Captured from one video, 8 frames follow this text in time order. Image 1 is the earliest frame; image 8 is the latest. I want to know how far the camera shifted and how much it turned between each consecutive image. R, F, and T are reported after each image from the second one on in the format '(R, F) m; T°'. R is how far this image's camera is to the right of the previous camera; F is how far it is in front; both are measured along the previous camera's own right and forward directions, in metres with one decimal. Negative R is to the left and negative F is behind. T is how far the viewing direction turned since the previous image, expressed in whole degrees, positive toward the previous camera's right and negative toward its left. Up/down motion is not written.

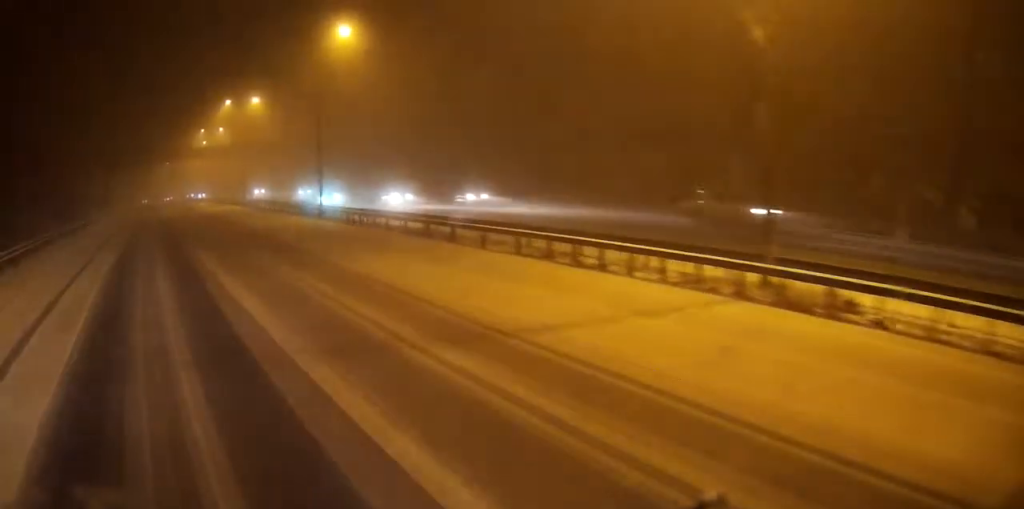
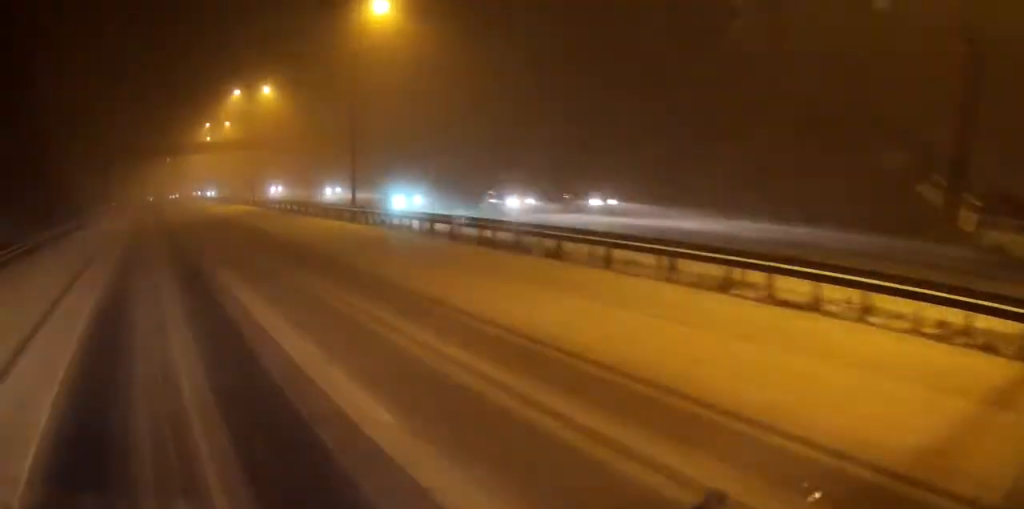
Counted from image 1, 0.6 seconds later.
(0.0, +6.7) m; 0°
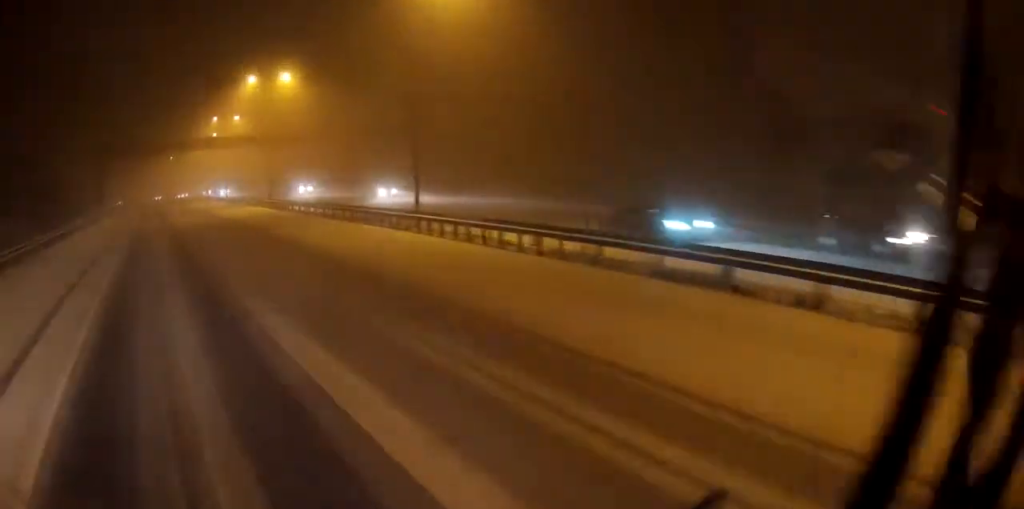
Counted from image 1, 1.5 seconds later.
(0.0, +8.8) m; 0°
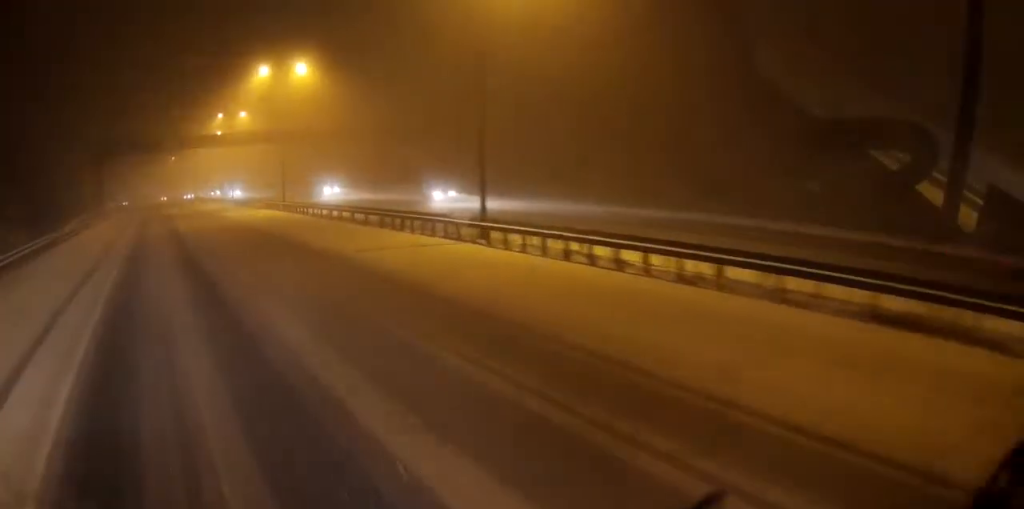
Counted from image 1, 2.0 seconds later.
(0.0, +6.0) m; +1°
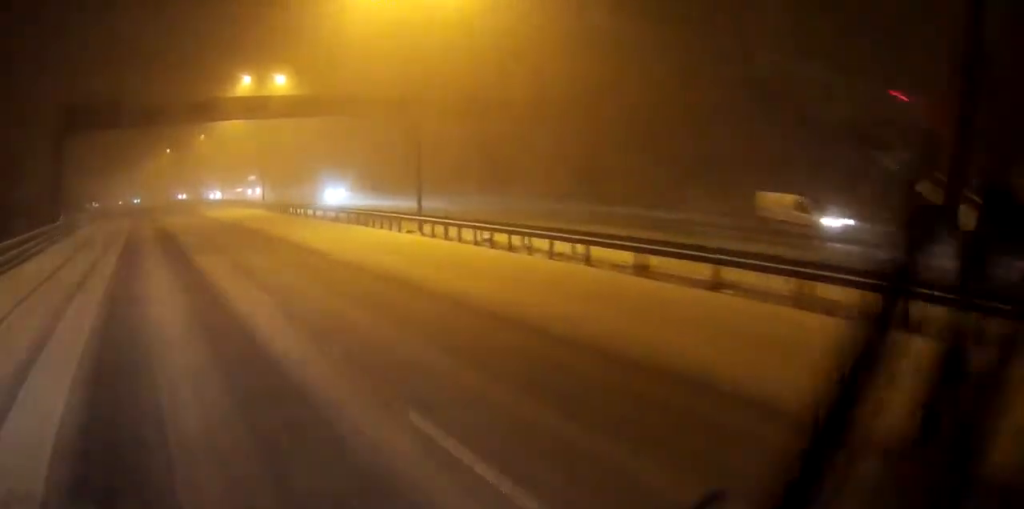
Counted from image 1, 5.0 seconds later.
(+0.3, +31.6) m; 0°
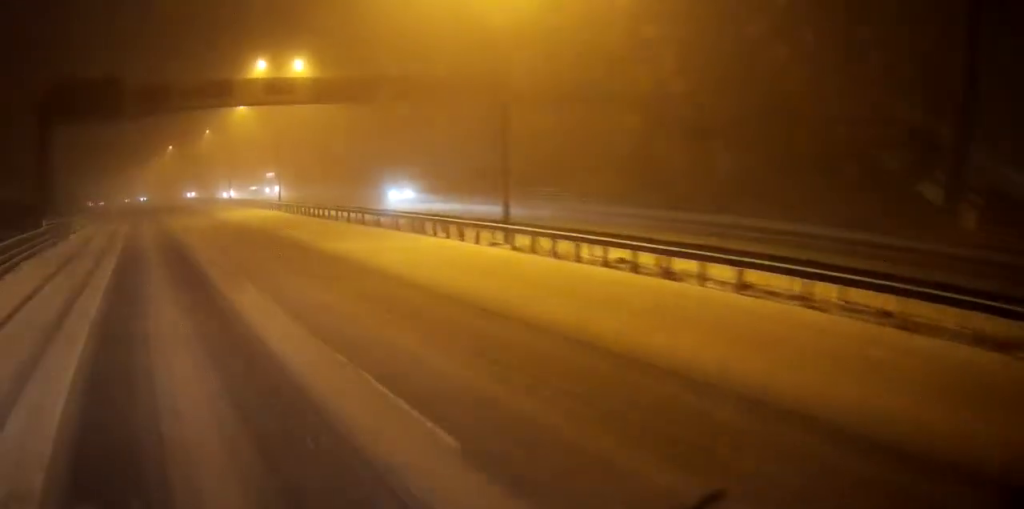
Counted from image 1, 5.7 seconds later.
(0.0, +7.5) m; 0°
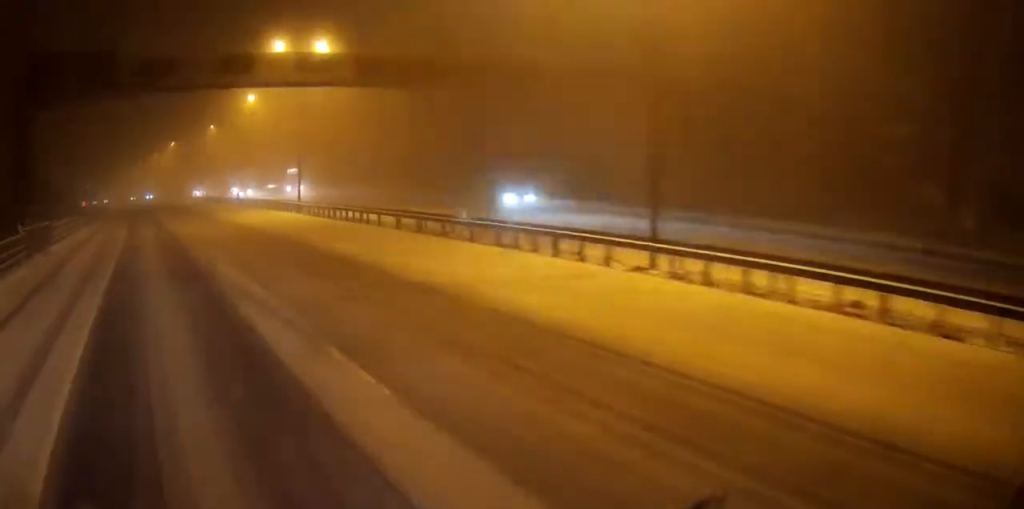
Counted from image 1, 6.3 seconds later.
(0.0, +7.5) m; +1°
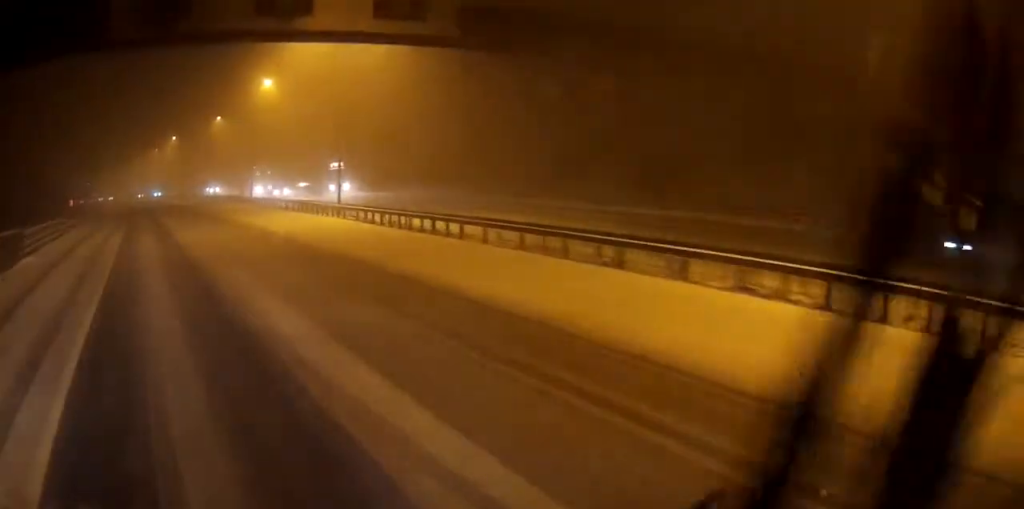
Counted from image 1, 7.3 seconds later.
(+0.1, +10.7) m; 0°
